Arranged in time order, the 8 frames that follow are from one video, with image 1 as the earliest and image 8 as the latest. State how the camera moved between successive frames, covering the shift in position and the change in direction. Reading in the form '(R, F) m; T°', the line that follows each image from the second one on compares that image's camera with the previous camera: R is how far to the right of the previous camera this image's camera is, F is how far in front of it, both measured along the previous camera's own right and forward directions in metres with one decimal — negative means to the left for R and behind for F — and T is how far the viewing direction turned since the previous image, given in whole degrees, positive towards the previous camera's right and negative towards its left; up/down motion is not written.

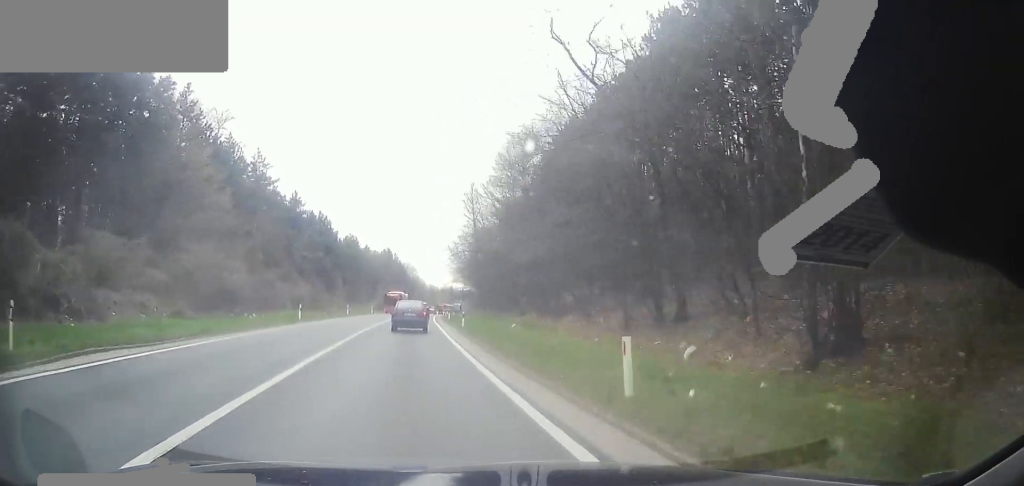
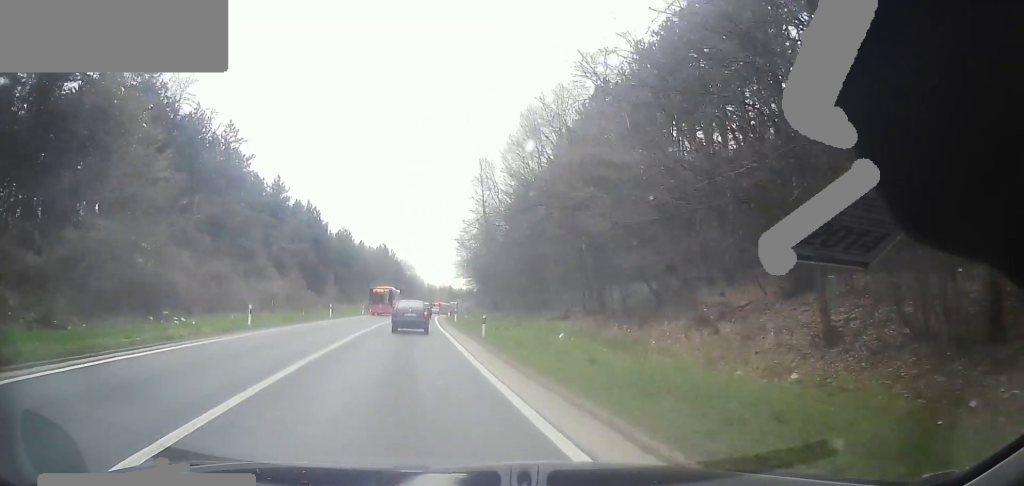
(+0.5, +11.8) m; 0°
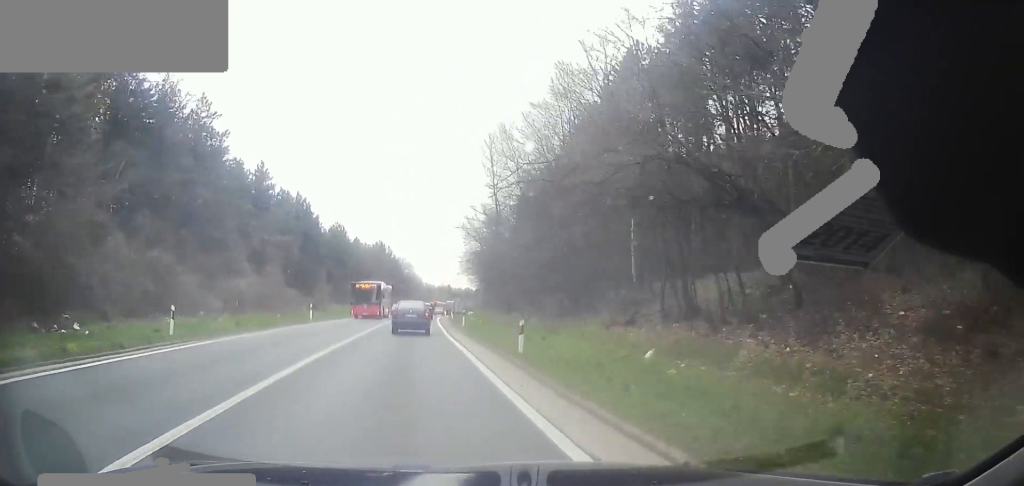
(+0.5, +8.7) m; 0°
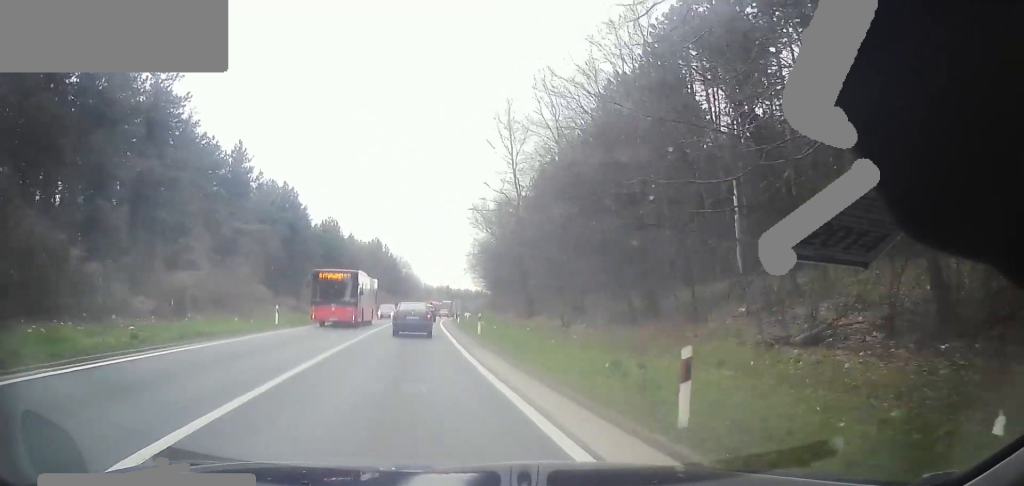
(-0.6, +11.0) m; 0°
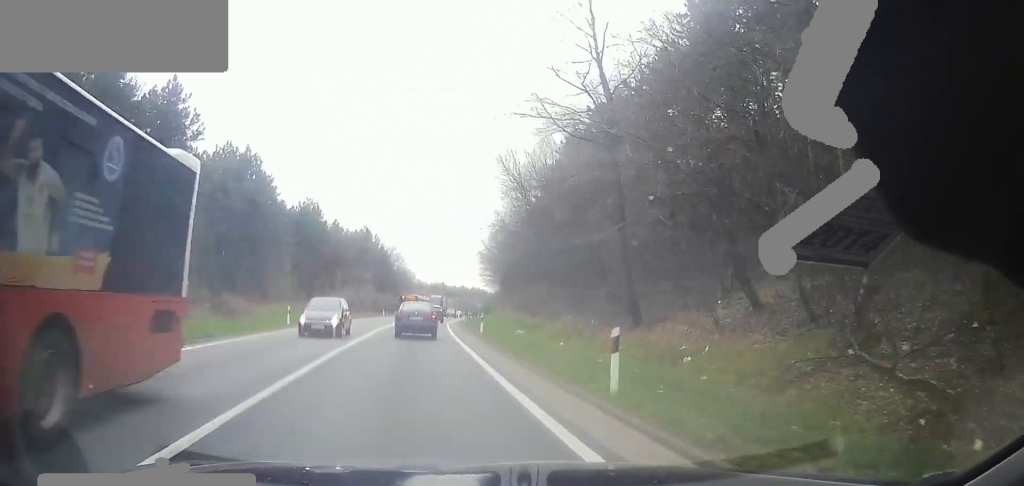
(+0.2, +20.2) m; +2°
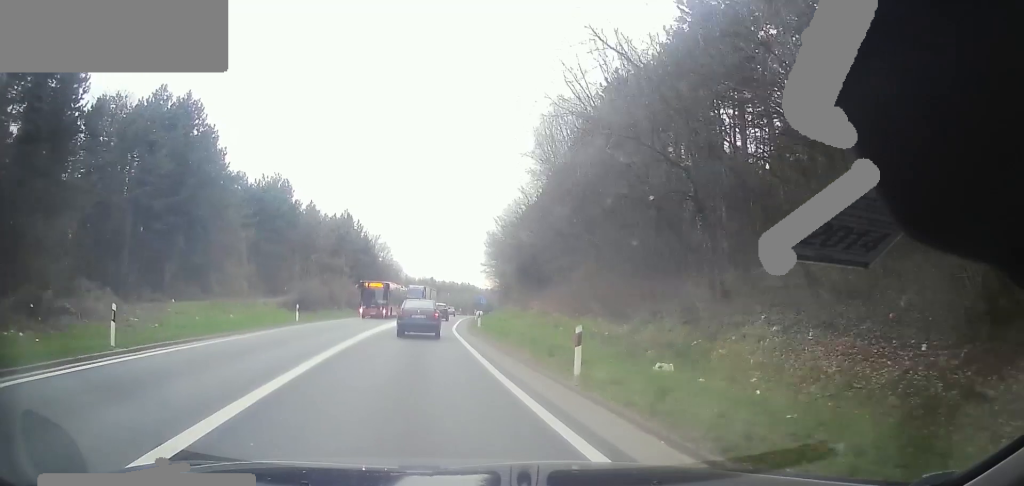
(+0.5, +19.8) m; +1°
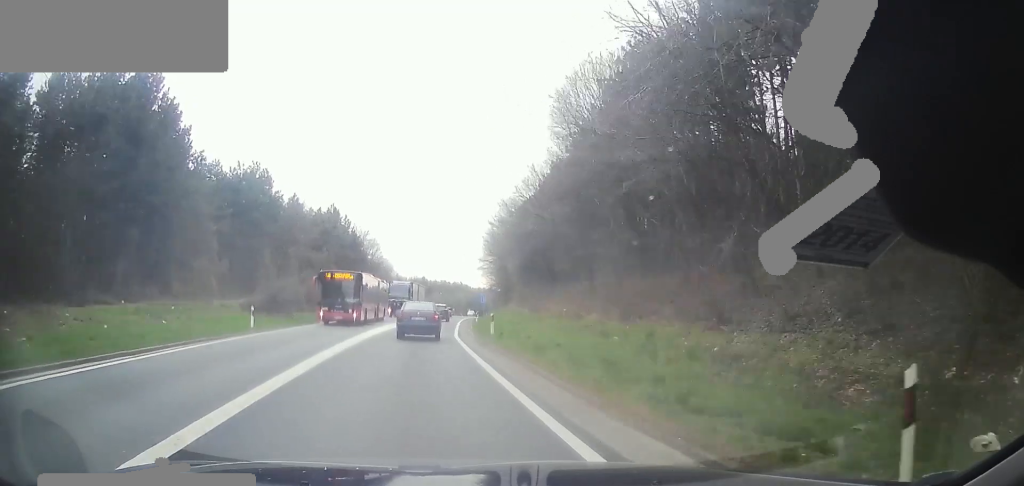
(0.0, +9.0) m; 0°
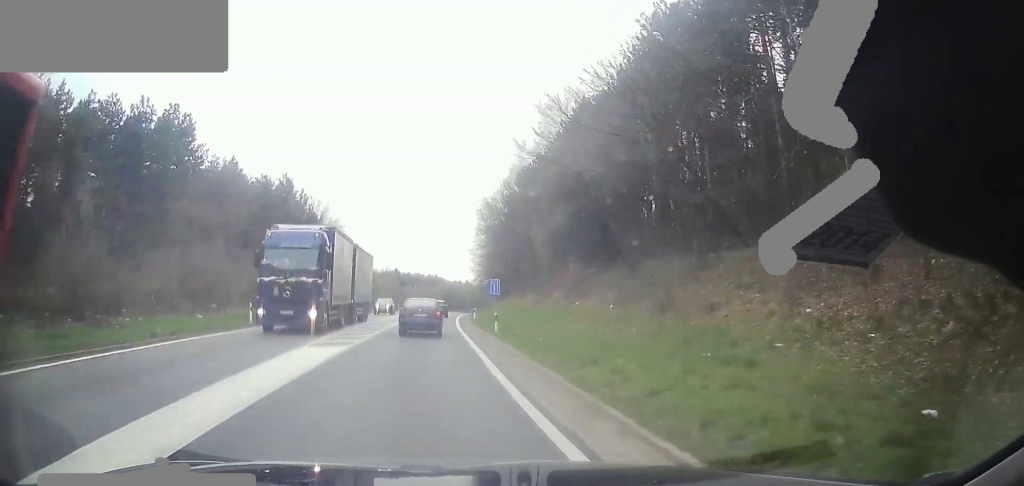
(0.0, +25.5) m; +2°
